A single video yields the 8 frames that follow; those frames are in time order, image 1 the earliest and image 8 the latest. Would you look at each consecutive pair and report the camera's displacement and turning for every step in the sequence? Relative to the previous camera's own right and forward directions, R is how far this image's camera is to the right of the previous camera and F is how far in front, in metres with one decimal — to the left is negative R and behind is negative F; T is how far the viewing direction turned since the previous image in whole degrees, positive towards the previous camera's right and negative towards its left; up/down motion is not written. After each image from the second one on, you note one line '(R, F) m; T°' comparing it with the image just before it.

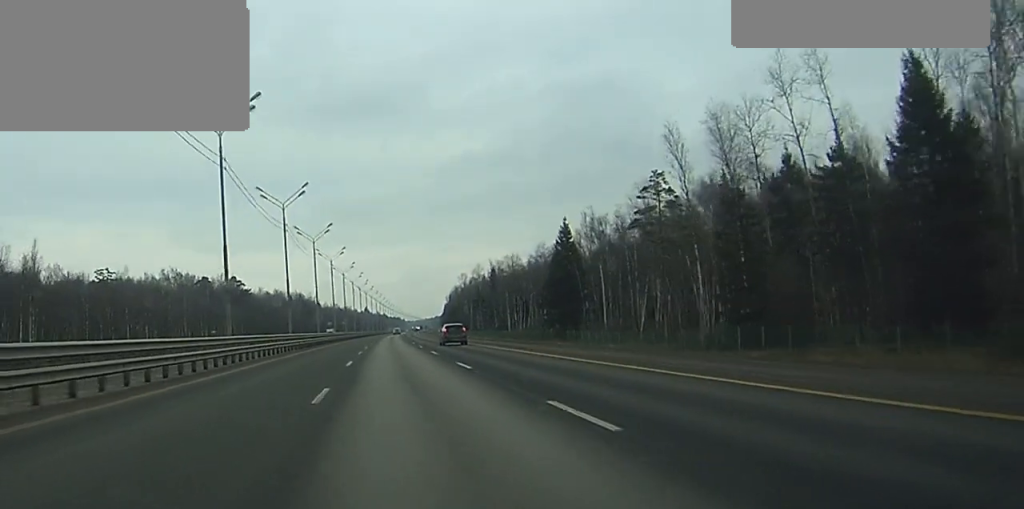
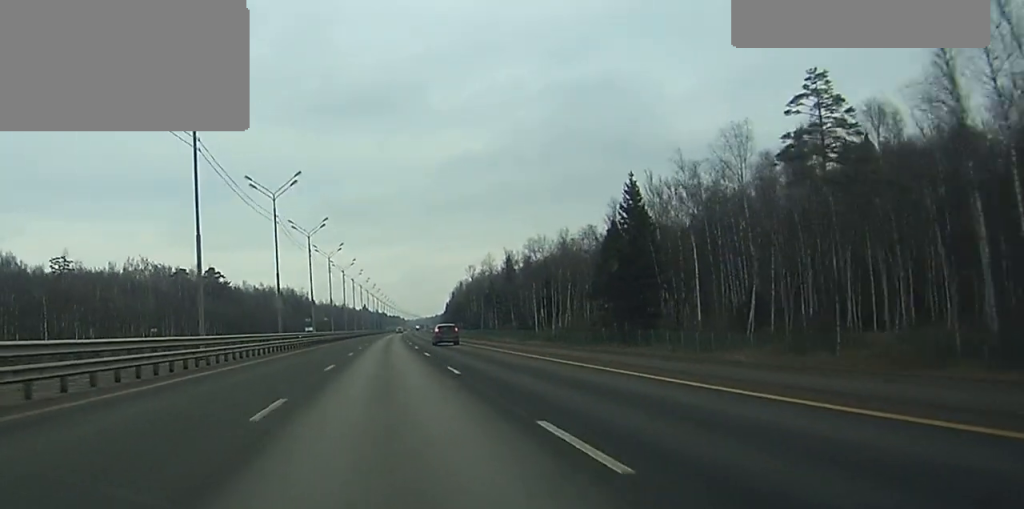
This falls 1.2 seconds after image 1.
(+0.1, +35.1) m; 0°
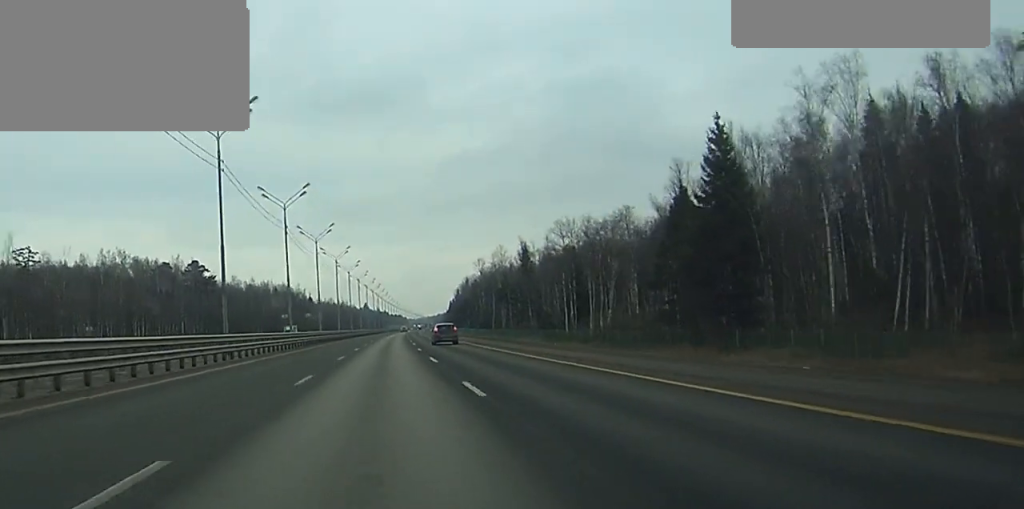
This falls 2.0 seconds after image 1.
(0.0, +24.0) m; 0°
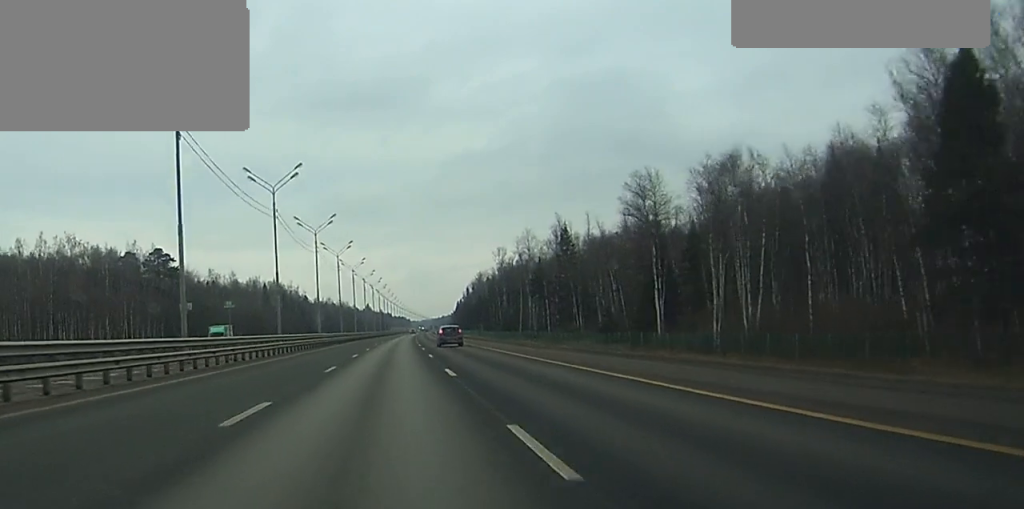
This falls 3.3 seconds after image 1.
(0.0, +40.9) m; 0°
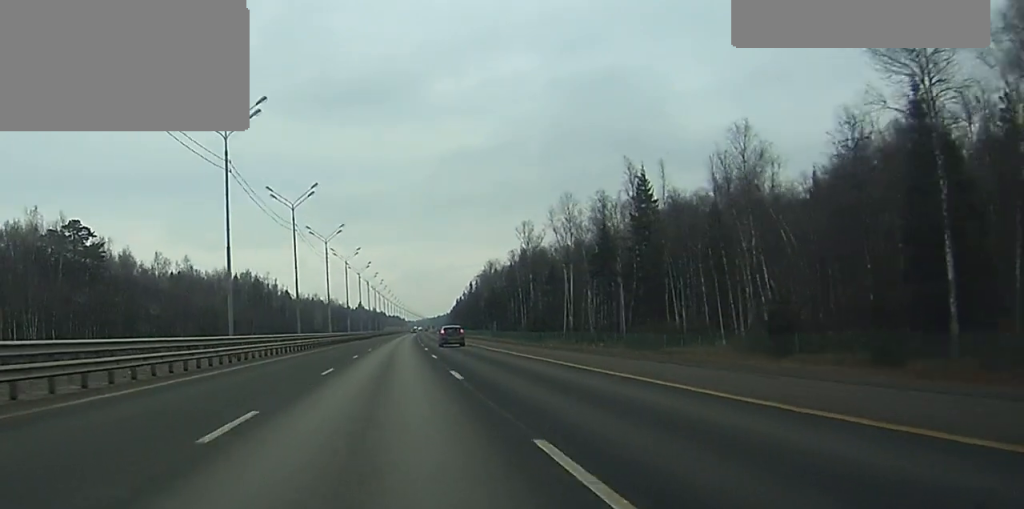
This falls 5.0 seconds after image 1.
(0.0, +50.0) m; 0°
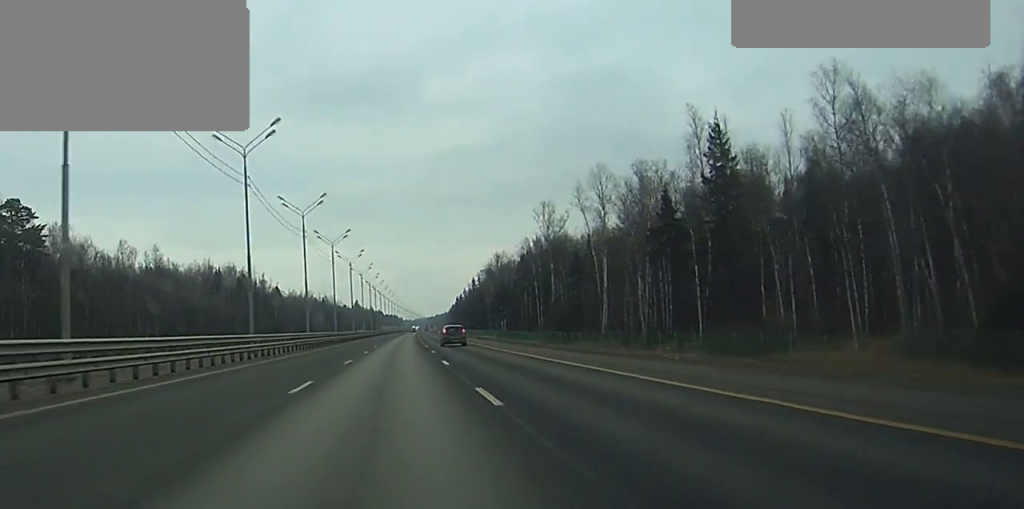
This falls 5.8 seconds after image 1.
(0.0, +24.1) m; 0°
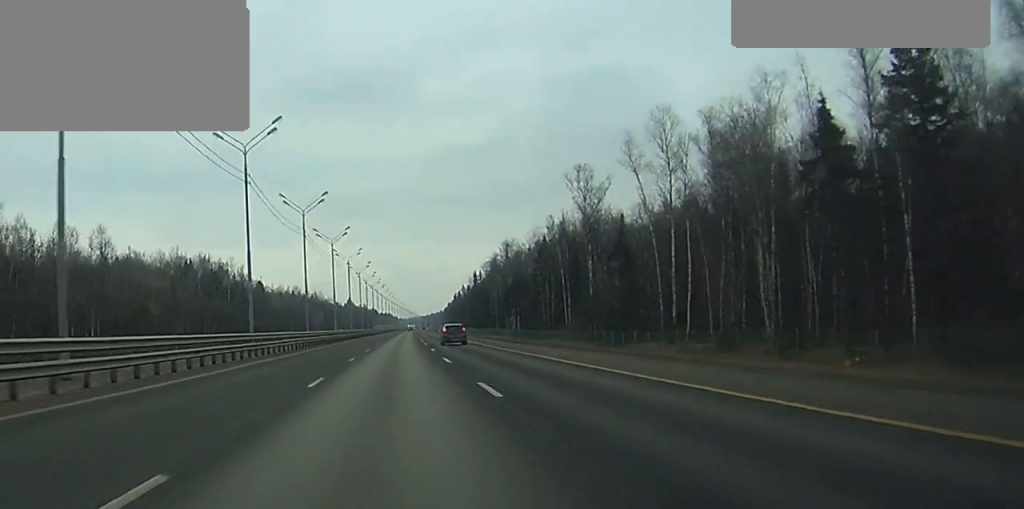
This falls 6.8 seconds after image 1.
(0.0, +30.3) m; 0°
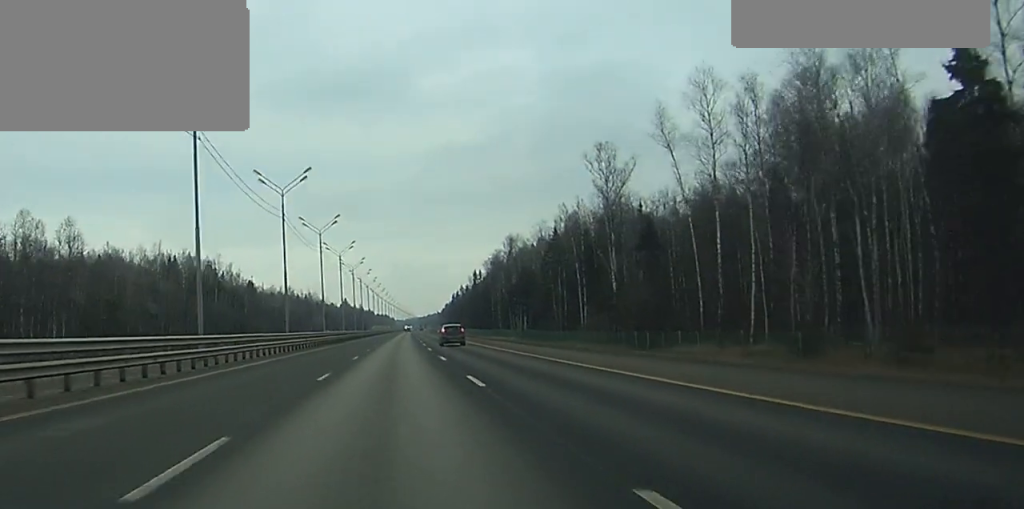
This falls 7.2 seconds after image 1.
(0.0, +13.2) m; 0°
